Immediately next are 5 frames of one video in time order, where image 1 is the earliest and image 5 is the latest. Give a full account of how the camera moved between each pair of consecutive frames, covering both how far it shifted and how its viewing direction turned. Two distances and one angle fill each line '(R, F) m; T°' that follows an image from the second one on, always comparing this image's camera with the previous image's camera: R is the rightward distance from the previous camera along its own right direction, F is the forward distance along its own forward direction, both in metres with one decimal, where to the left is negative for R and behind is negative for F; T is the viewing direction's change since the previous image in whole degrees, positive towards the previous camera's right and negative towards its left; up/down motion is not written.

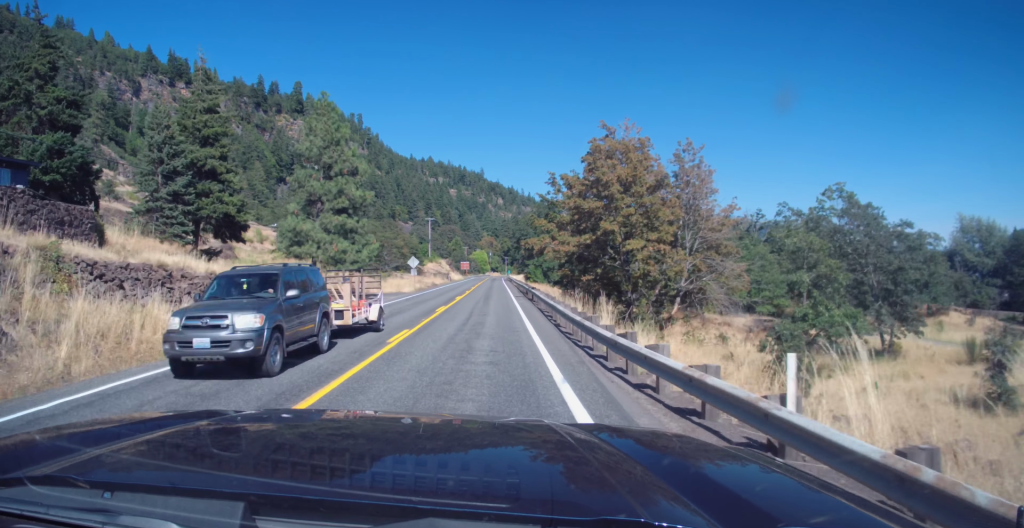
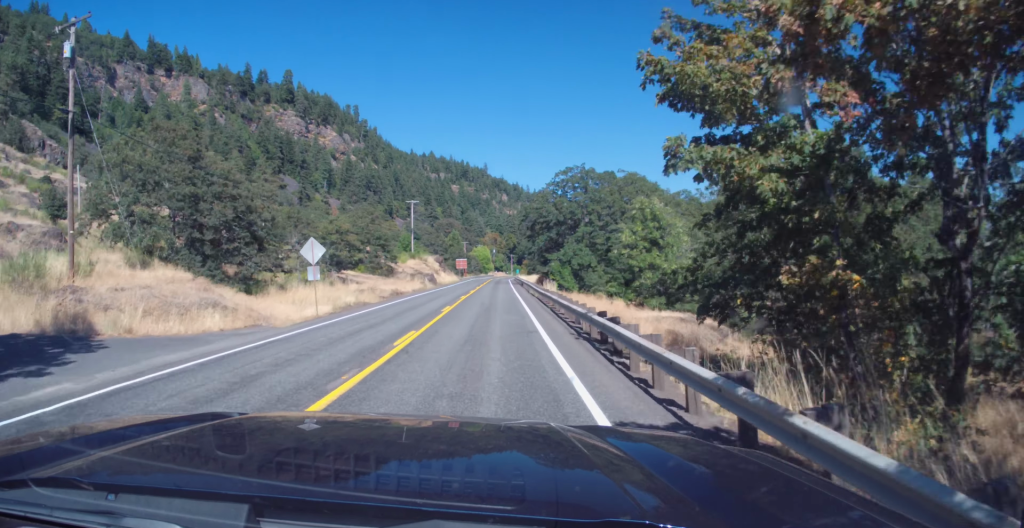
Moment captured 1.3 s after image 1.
(-0.2, +37.3) m; -1°
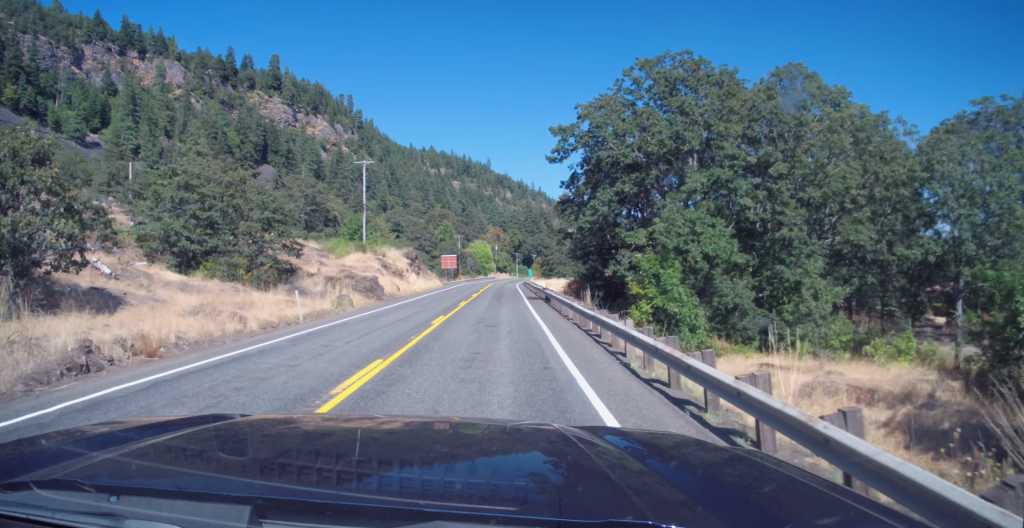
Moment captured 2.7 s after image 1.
(-0.1, +42.0) m; 0°
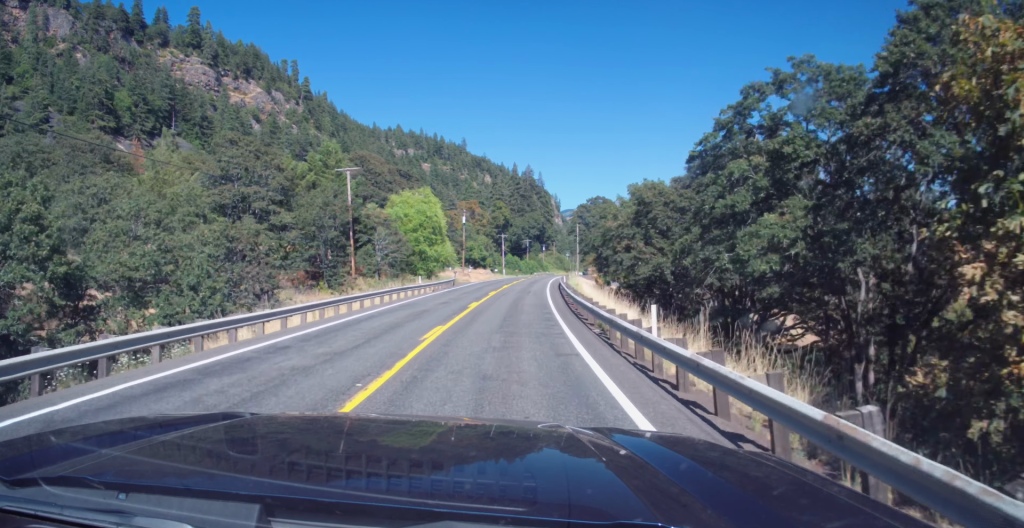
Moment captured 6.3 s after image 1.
(+2.3, +103.4) m; +4°
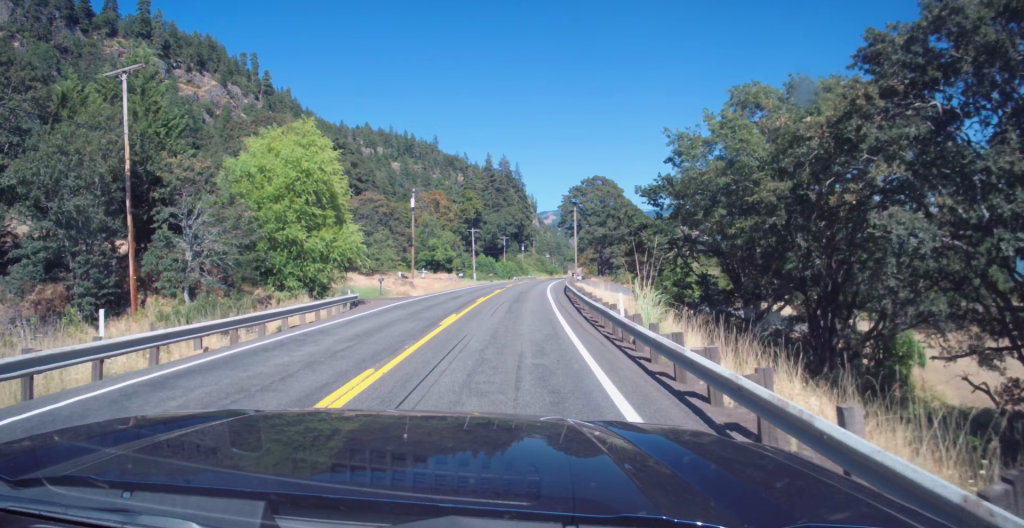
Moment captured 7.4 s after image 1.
(+0.1, +32.5) m; 0°
